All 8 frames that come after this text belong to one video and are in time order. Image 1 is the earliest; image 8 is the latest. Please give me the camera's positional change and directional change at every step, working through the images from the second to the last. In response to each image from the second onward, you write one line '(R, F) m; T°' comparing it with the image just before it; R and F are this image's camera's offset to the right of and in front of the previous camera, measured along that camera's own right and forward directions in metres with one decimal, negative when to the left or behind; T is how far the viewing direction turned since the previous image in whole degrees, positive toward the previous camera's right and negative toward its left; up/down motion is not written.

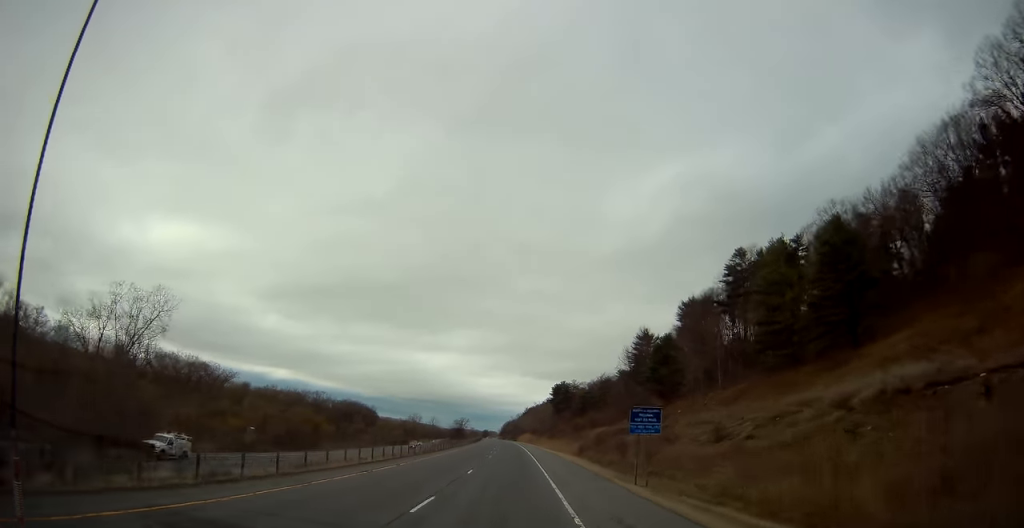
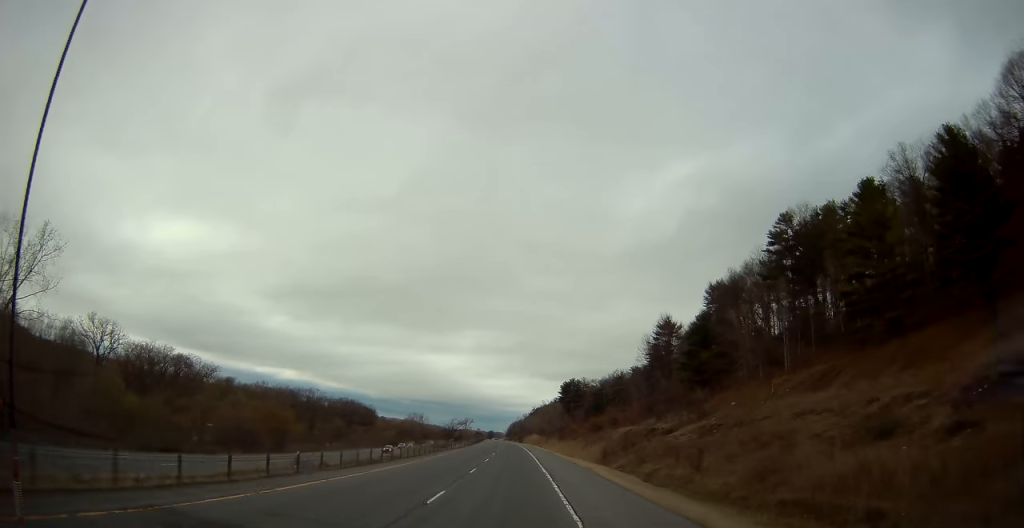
(0.0, +22.8) m; 0°
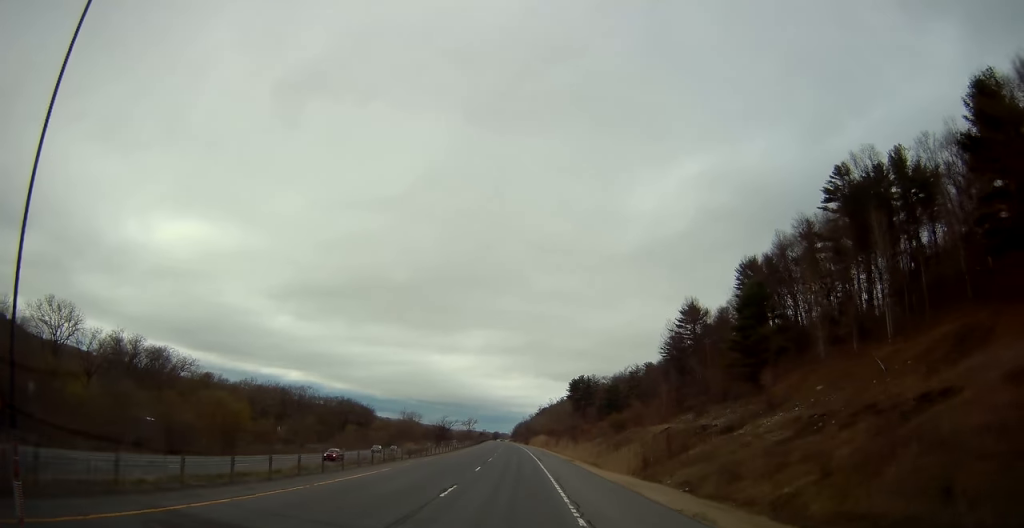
(0.0, +22.0) m; -1°
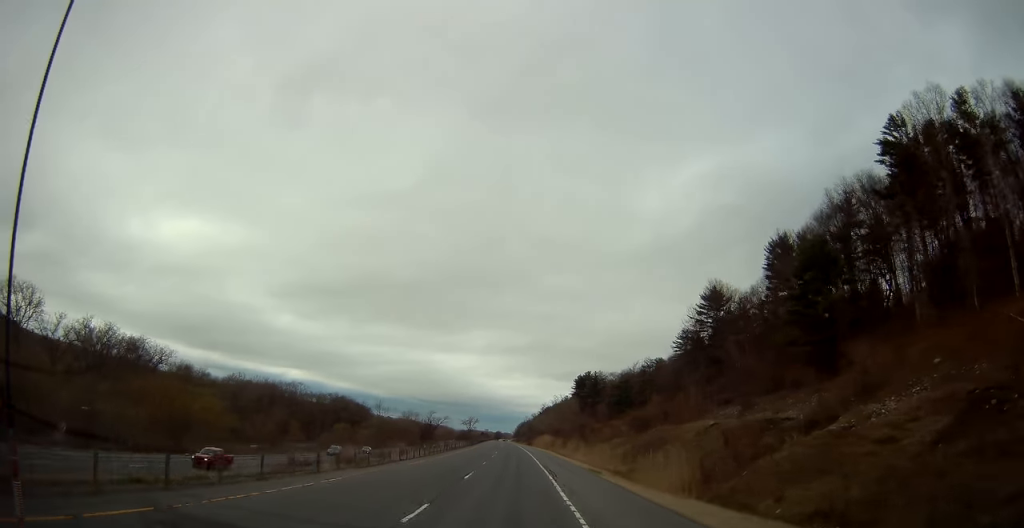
(-0.2, +17.8) m; -1°
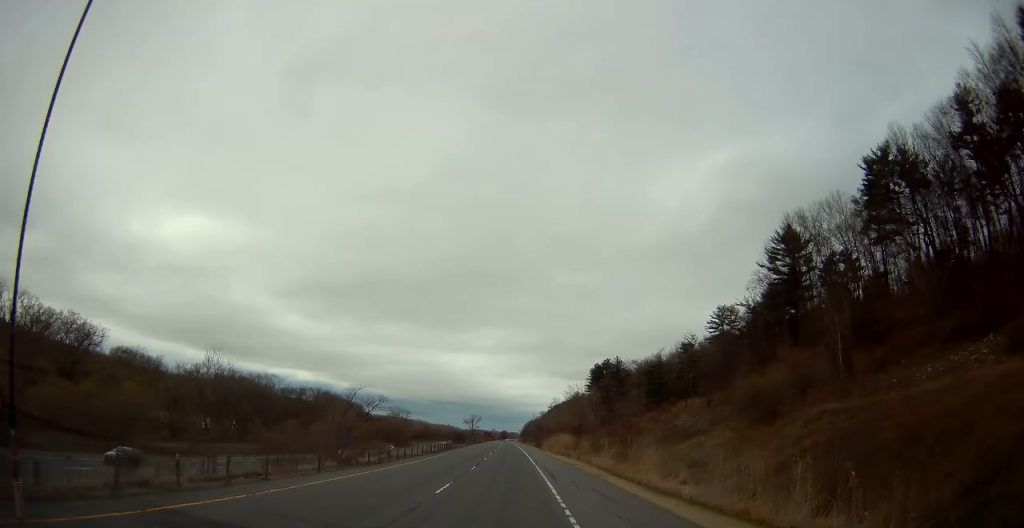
(-0.4, +43.1) m; -1°
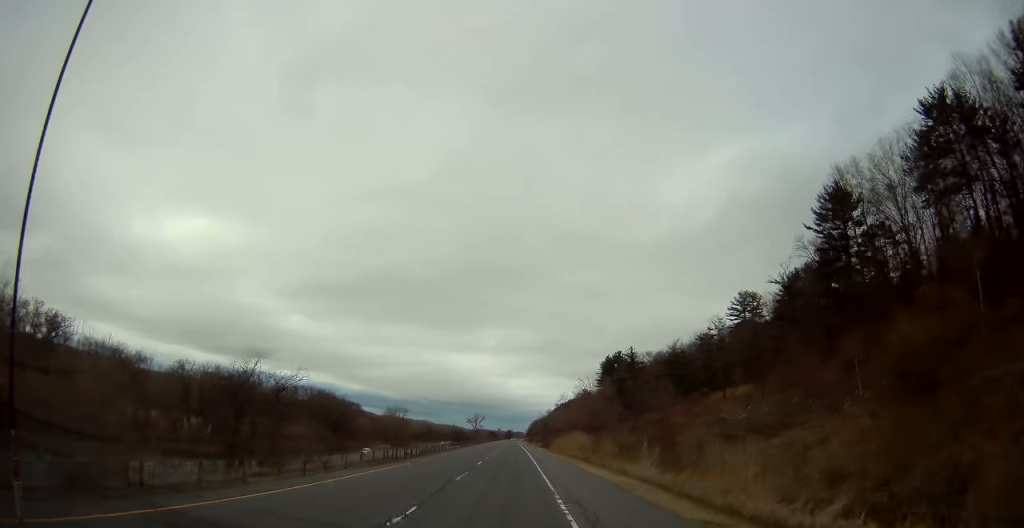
(0.0, +18.6) m; 0°
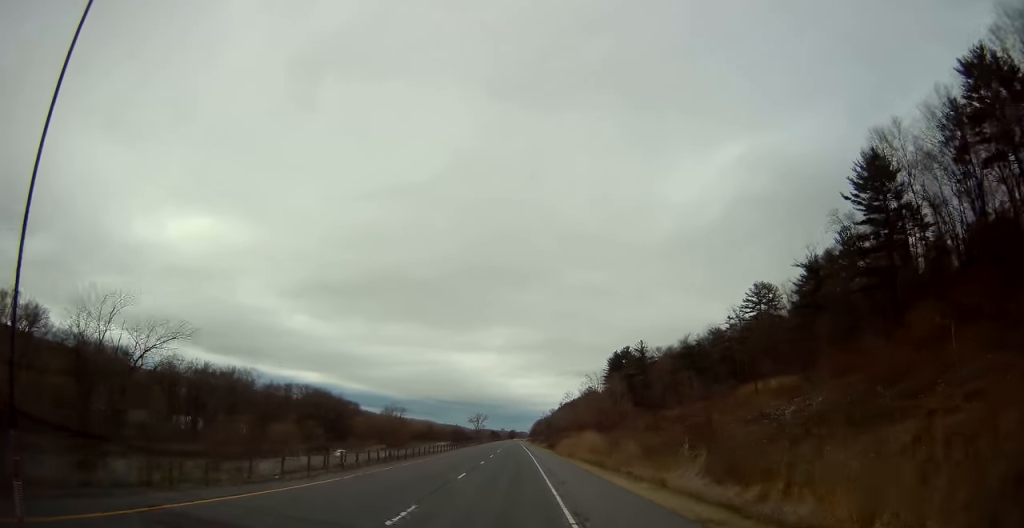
(0.0, +11.8) m; 0°
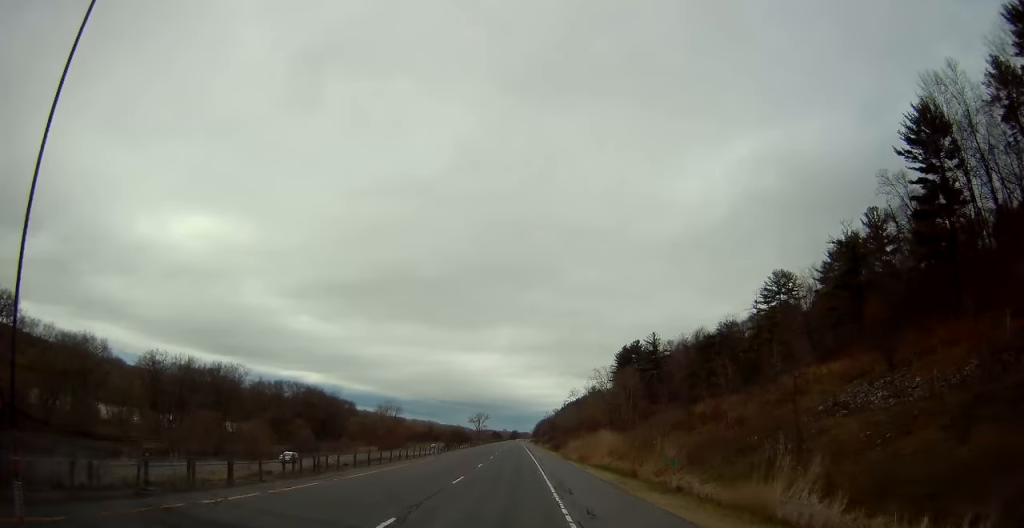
(+0.1, +14.3) m; -1°
